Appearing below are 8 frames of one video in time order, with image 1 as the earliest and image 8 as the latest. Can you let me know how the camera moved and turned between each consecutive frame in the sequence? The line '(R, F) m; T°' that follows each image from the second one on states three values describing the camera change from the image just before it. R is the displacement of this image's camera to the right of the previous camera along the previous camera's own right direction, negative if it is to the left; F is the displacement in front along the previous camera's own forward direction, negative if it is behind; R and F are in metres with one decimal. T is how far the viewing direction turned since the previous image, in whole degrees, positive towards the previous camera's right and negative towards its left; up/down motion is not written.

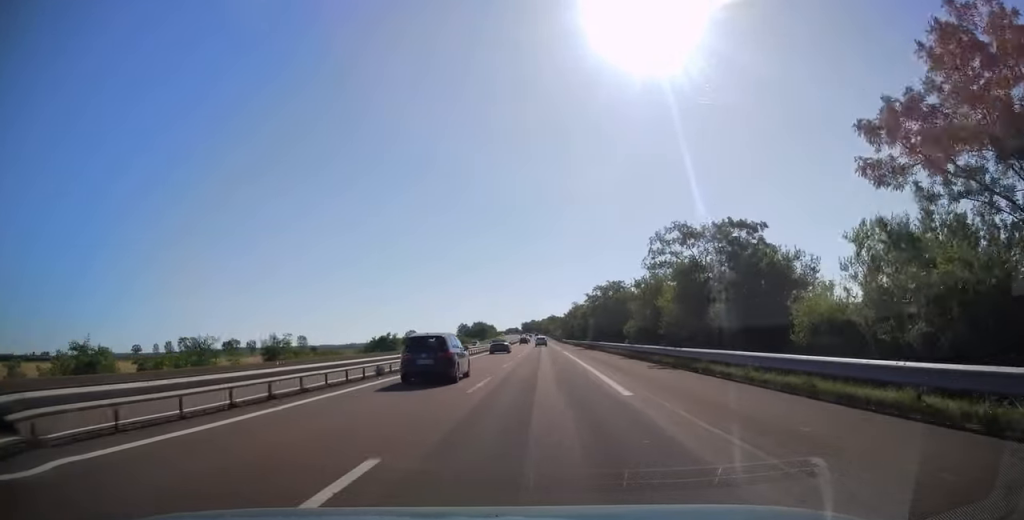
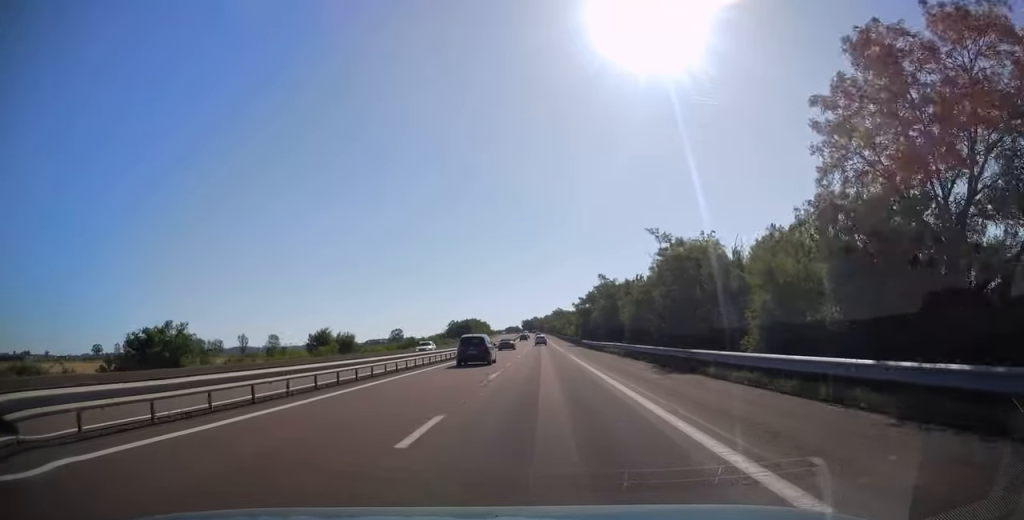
(0.0, +61.0) m; 0°
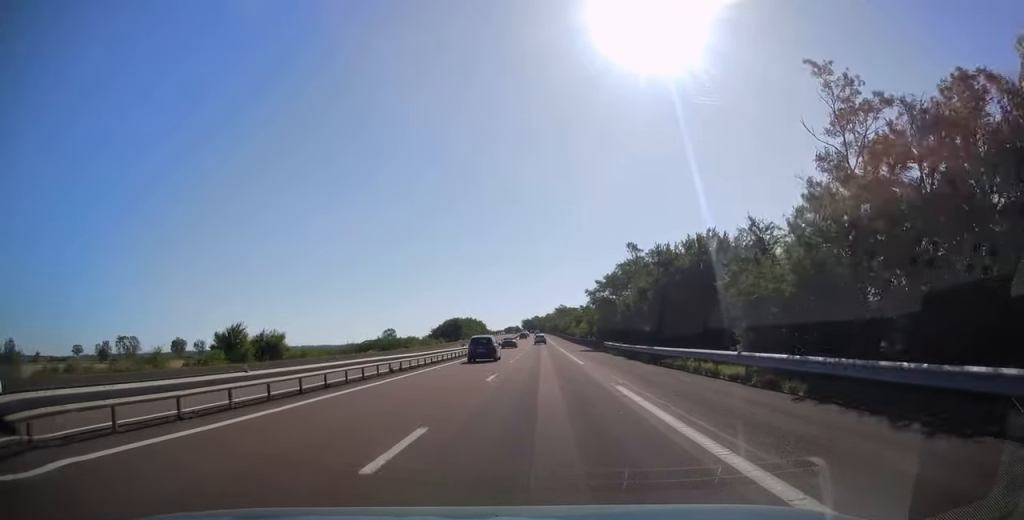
(0.0, +27.2) m; 0°
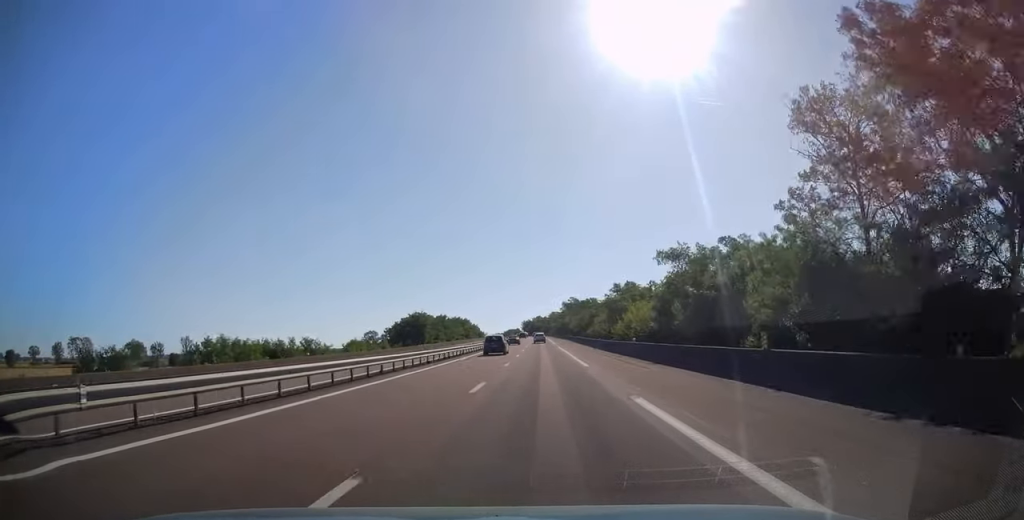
(0.0, +55.4) m; 0°
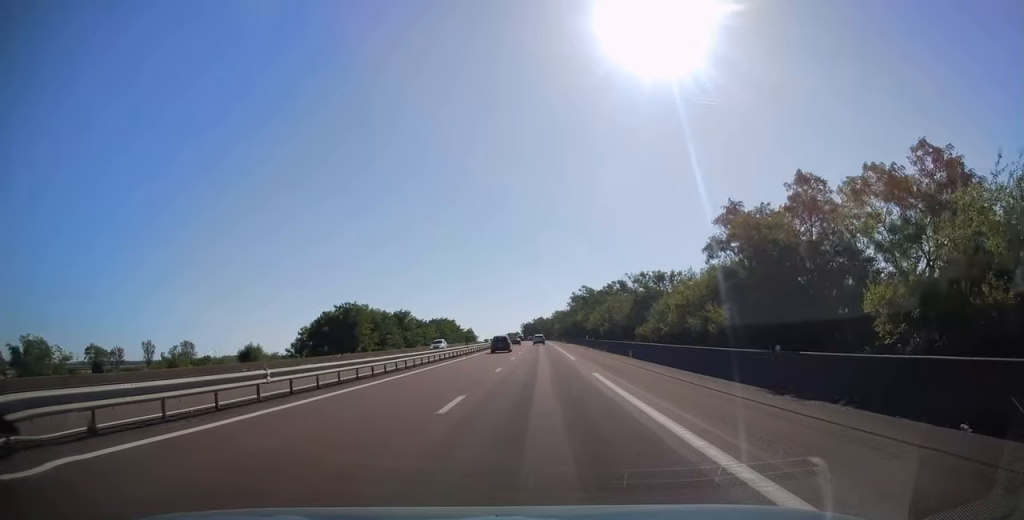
(-0.3, +43.1) m; -1°
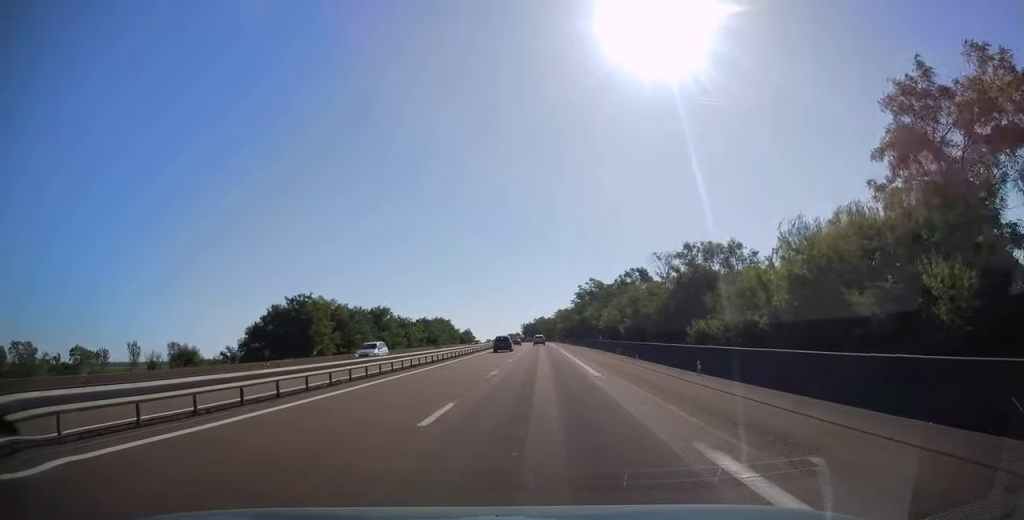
(-0.2, +14.9) m; 0°
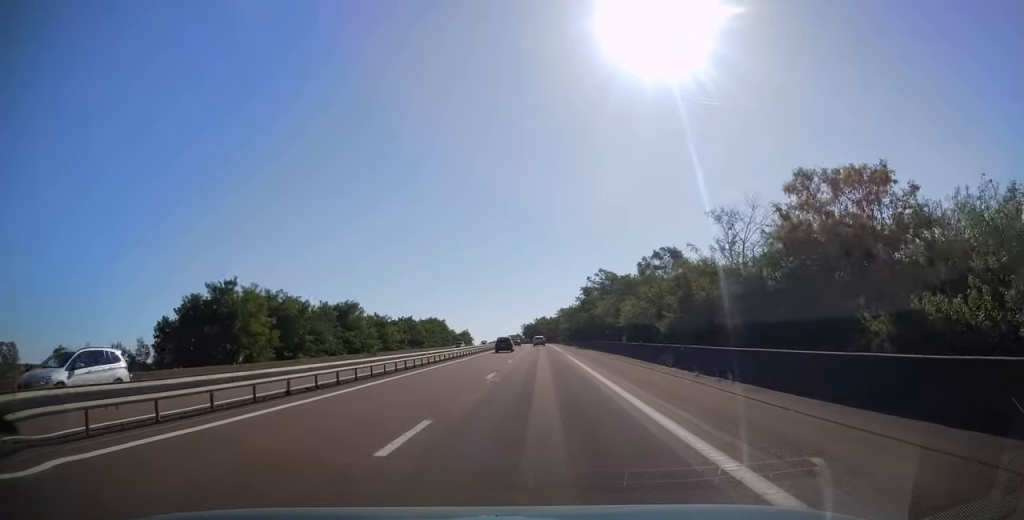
(+0.1, +15.4) m; 0°
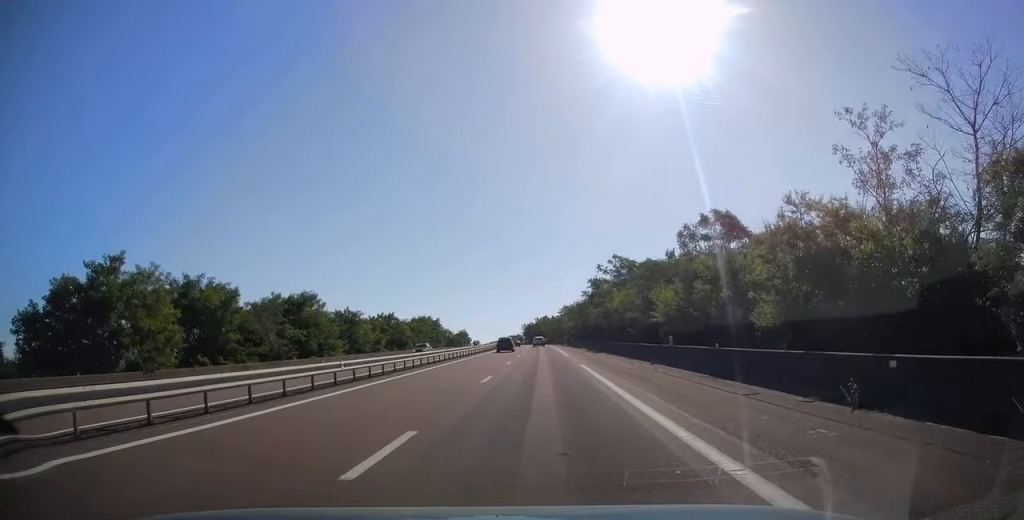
(+0.2, +14.3) m; 0°
